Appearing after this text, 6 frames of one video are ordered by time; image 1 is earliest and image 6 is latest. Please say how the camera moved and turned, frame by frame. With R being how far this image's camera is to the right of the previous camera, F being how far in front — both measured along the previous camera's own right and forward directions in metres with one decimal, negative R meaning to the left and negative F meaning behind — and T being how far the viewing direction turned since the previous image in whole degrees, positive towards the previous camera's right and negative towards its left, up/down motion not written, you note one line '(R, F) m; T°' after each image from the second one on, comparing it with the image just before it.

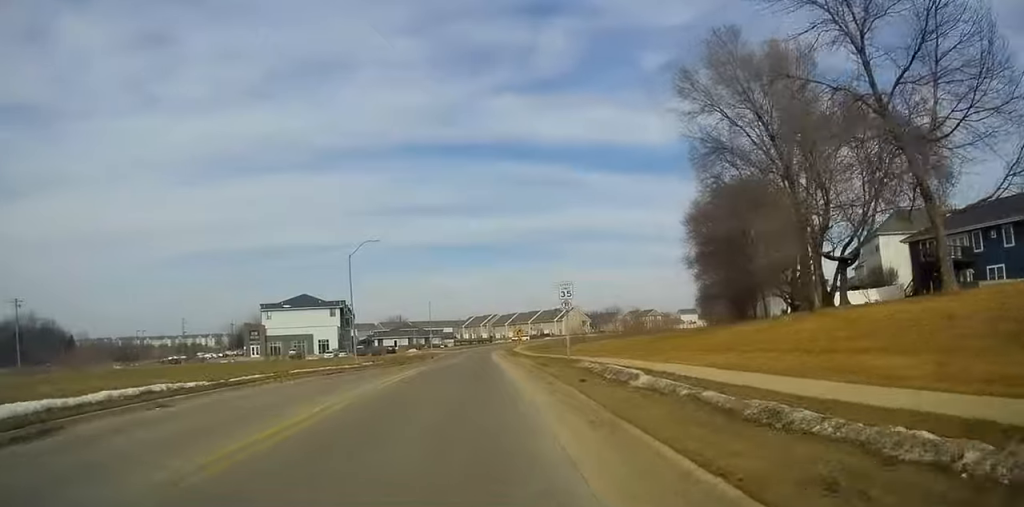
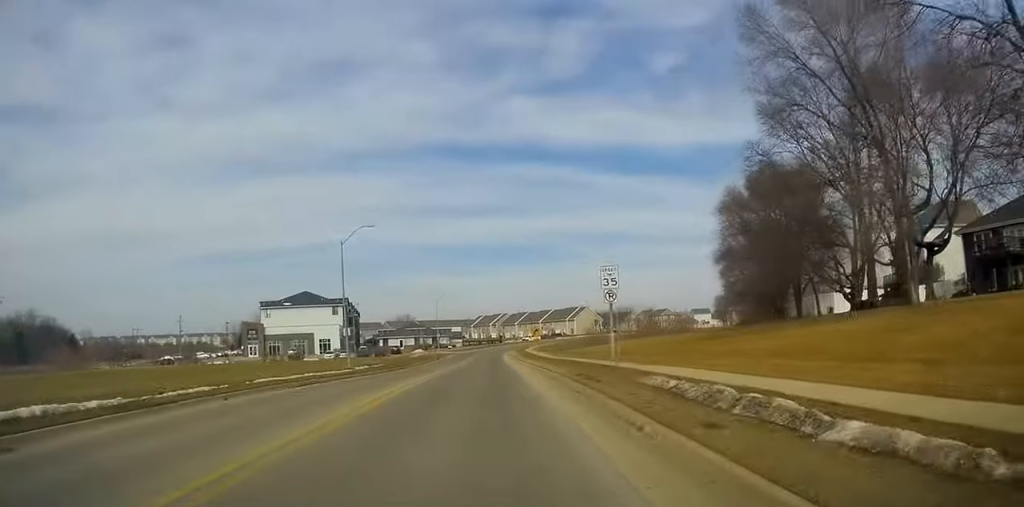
(-0.3, +5.8) m; -3°
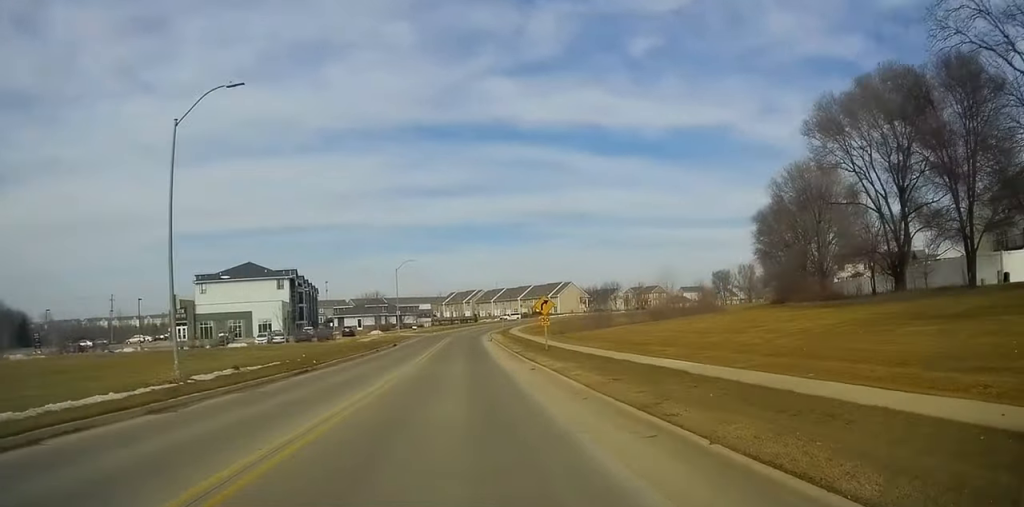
(0.0, +19.7) m; 0°
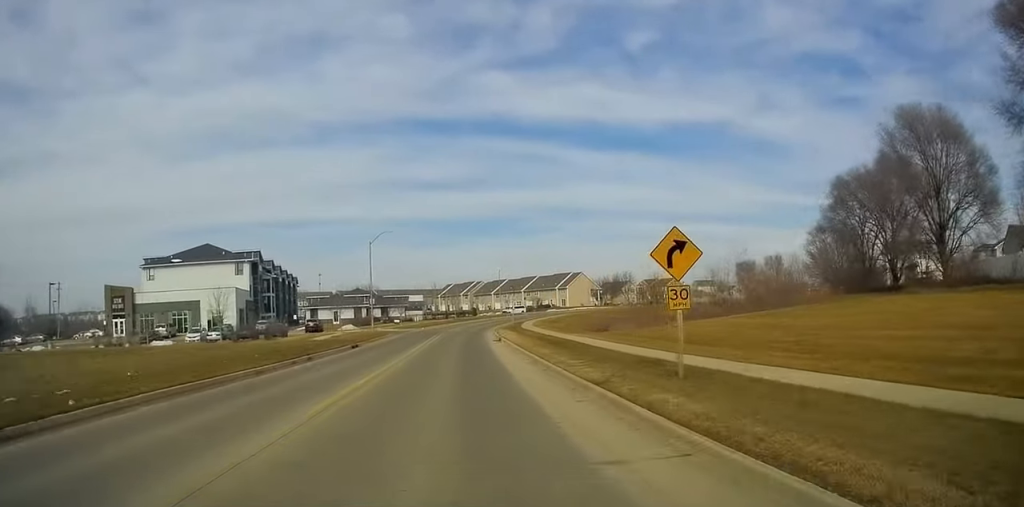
(0.0, +19.1) m; 0°
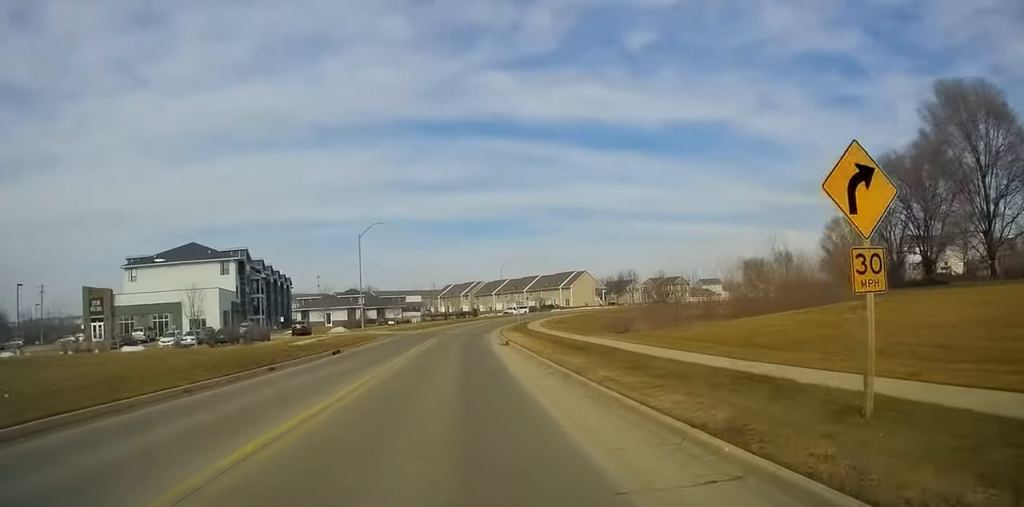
(0.0, +5.7) m; 0°
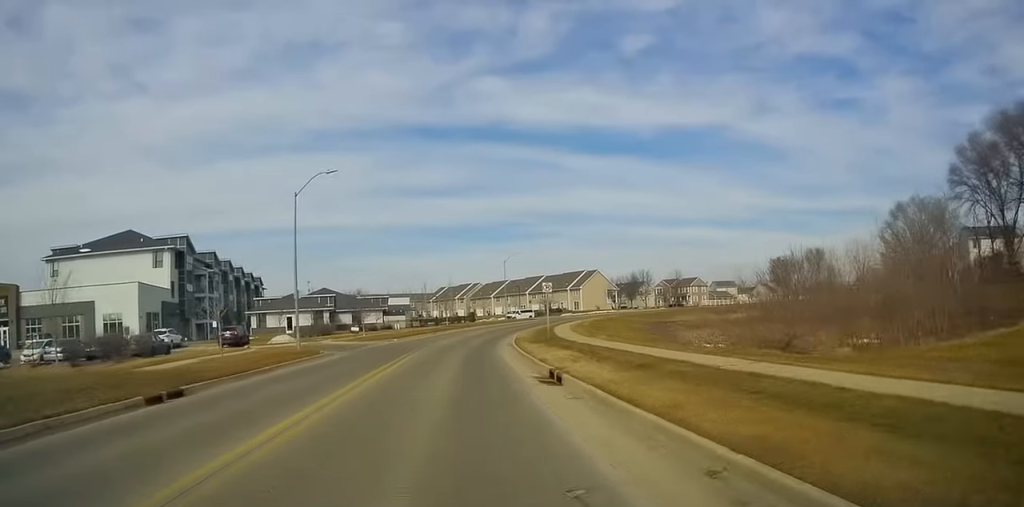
(0.0, +19.1) m; 0°
